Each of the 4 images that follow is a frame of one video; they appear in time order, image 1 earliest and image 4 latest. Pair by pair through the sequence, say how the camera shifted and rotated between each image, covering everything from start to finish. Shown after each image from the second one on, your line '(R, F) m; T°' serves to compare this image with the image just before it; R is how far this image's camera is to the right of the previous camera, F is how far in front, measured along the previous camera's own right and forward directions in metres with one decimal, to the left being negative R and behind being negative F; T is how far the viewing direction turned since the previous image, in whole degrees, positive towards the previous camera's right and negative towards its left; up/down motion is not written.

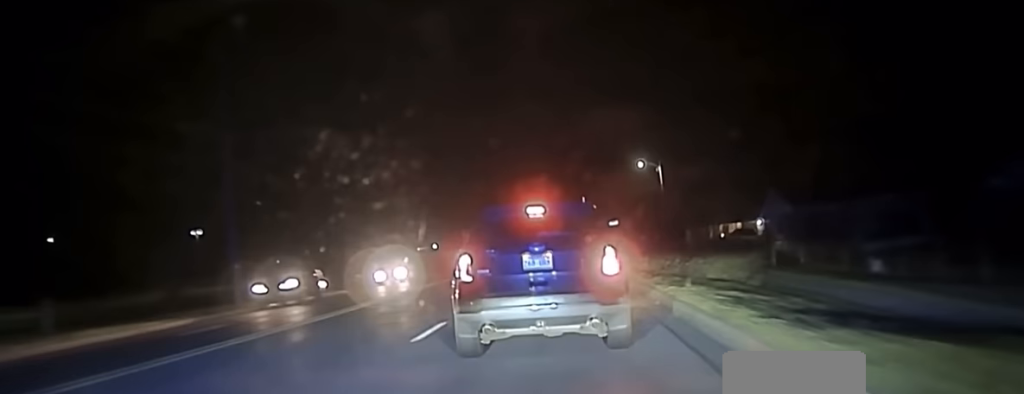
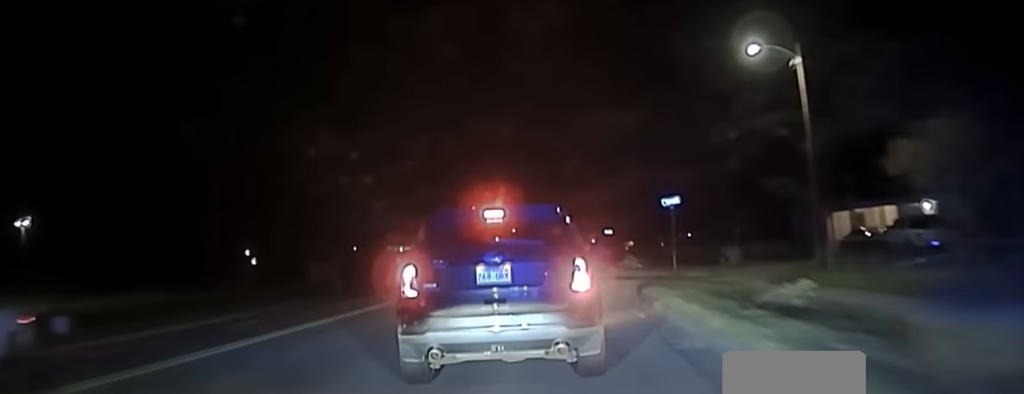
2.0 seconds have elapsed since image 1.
(+0.7, +43.6) m; +1°
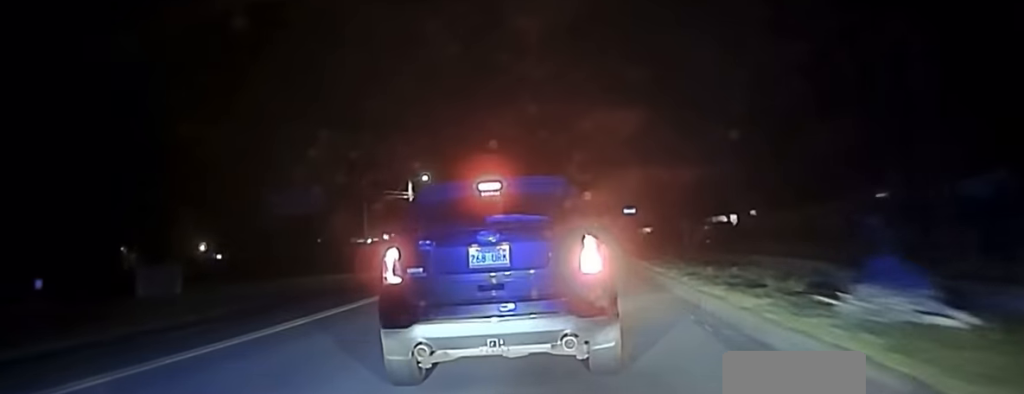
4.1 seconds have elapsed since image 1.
(-0.7, +46.3) m; -1°
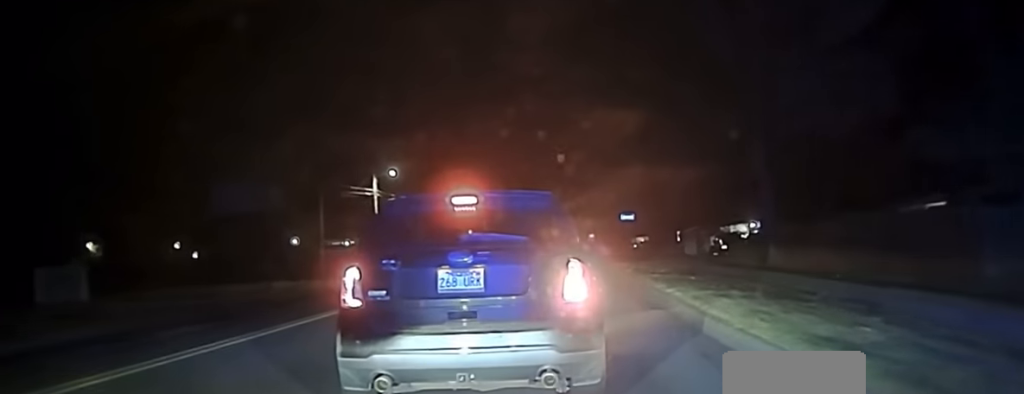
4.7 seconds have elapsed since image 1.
(0.0, +11.4) m; 0°
